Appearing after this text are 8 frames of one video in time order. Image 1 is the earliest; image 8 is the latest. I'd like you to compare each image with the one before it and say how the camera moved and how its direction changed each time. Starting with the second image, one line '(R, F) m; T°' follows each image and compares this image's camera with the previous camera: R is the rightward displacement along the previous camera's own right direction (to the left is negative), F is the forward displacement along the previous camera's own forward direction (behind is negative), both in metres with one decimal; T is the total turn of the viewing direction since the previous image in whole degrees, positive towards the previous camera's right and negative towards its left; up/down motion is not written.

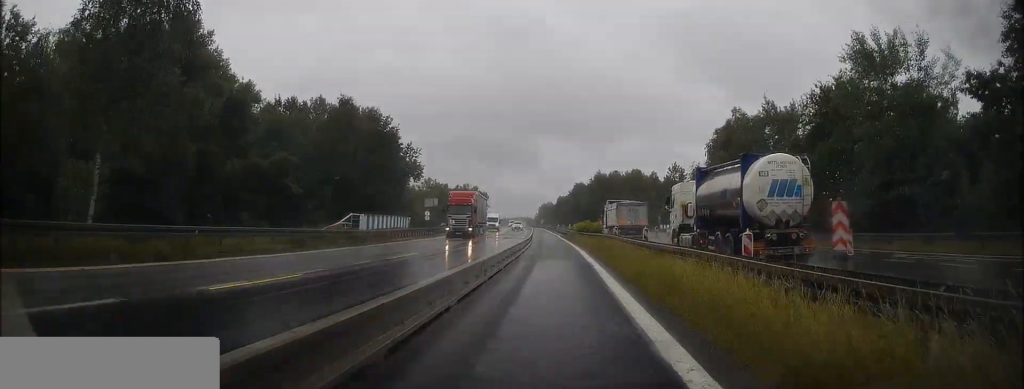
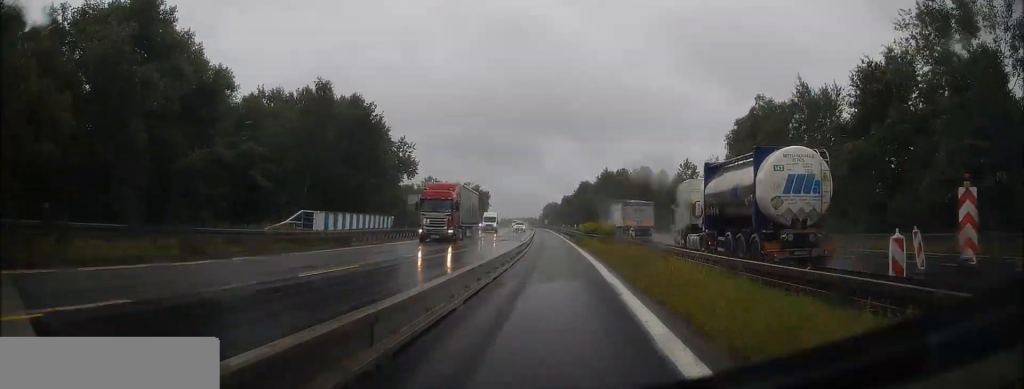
(0.0, +5.9) m; 0°
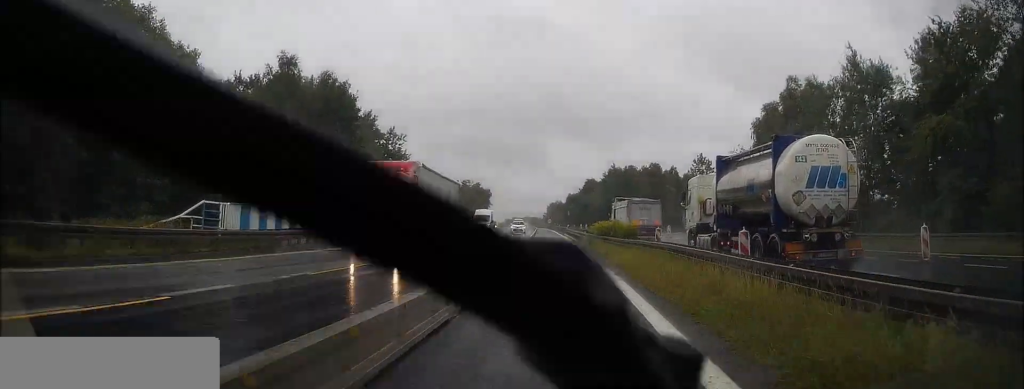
(0.0, +7.0) m; 0°
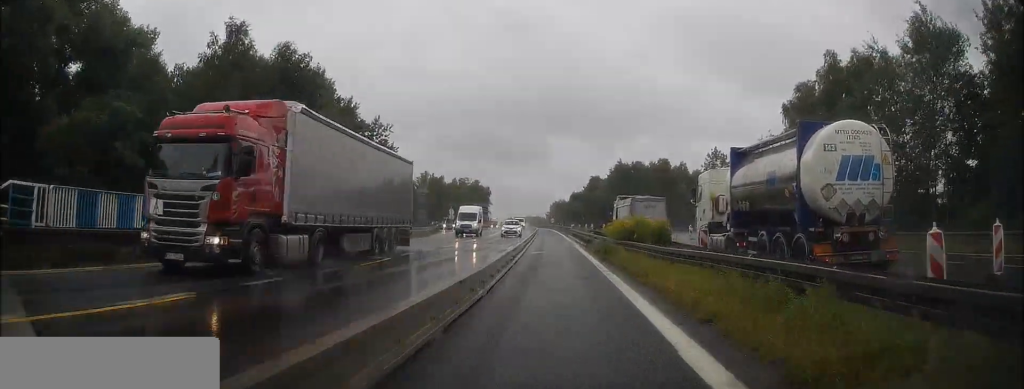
(0.0, +7.8) m; 0°
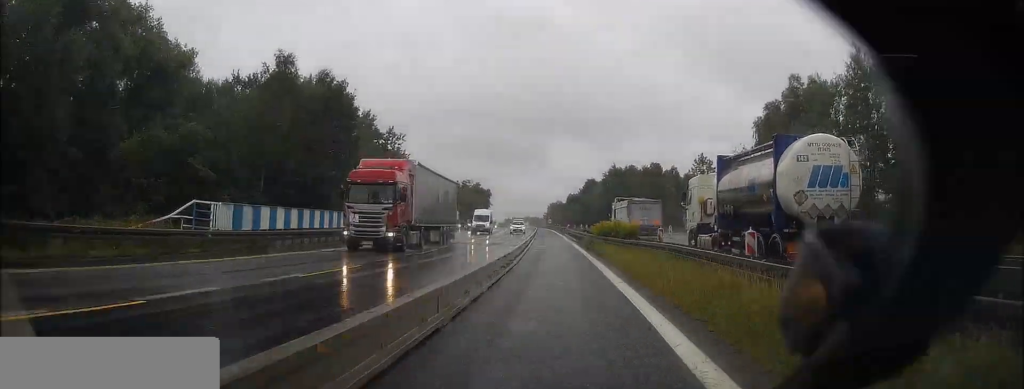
(0.0, +10.9) m; 0°
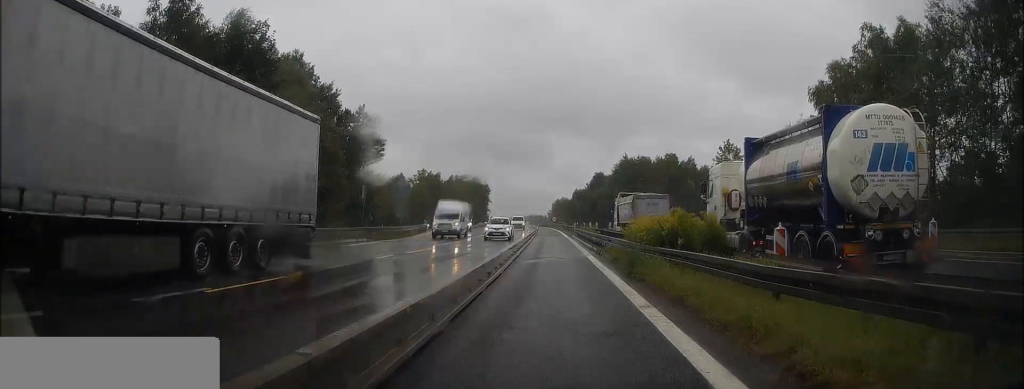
(-0.1, +15.3) m; 0°
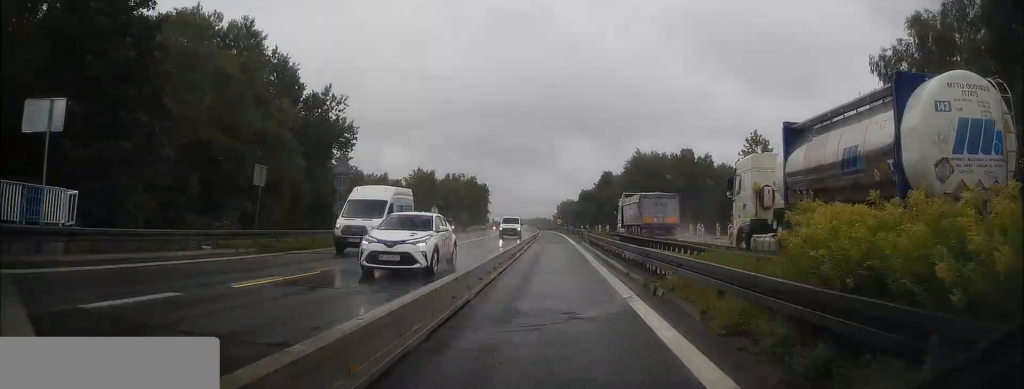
(0.0, +13.0) m; 0°
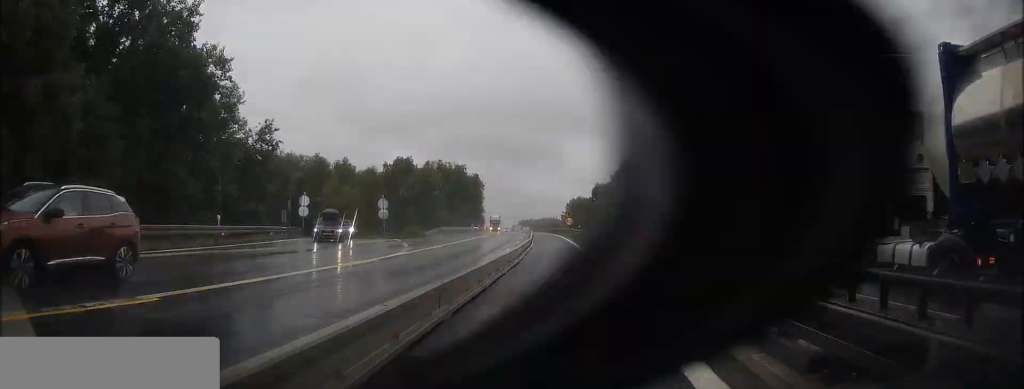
(-0.3, +30.2) m; -1°
